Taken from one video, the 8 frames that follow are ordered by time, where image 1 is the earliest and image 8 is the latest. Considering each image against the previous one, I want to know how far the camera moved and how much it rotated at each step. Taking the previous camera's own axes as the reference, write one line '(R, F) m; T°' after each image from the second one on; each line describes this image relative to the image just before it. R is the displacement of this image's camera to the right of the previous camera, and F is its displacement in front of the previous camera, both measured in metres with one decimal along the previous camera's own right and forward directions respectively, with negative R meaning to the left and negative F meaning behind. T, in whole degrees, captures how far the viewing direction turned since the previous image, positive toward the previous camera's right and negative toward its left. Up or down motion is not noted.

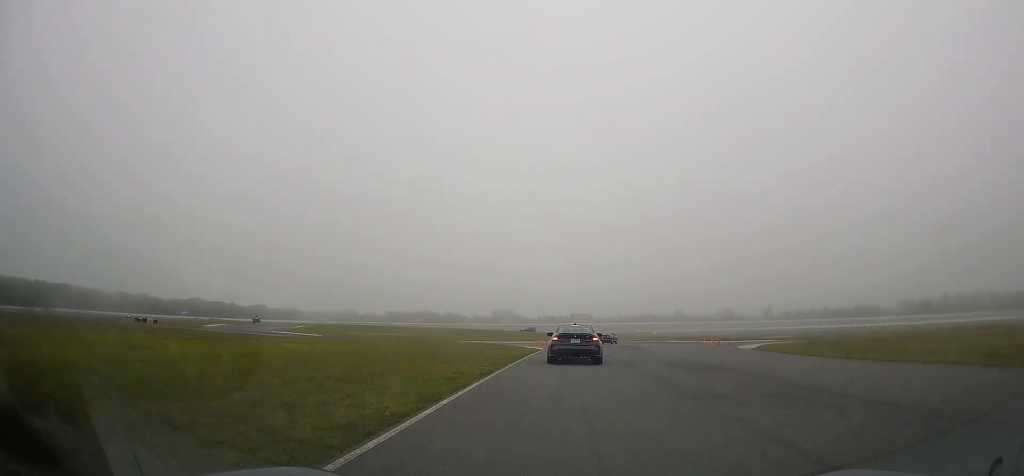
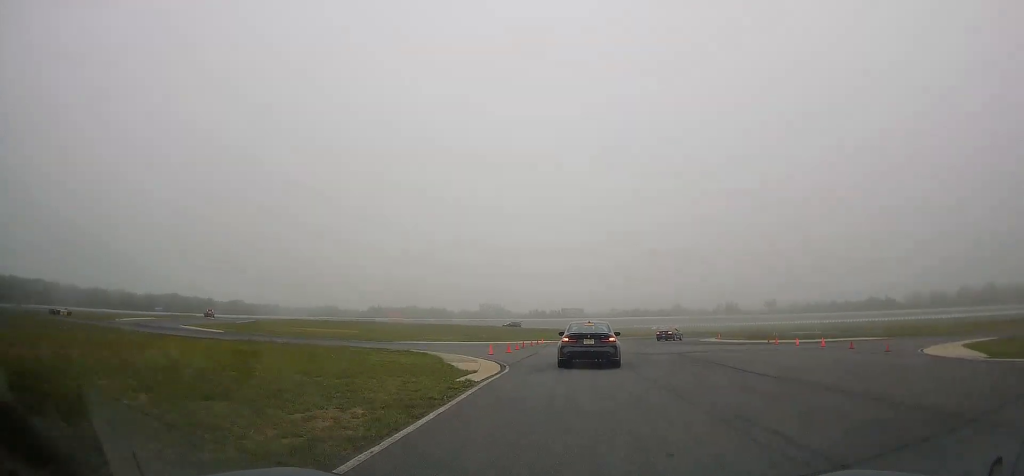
(+0.6, +26.8) m; +2°
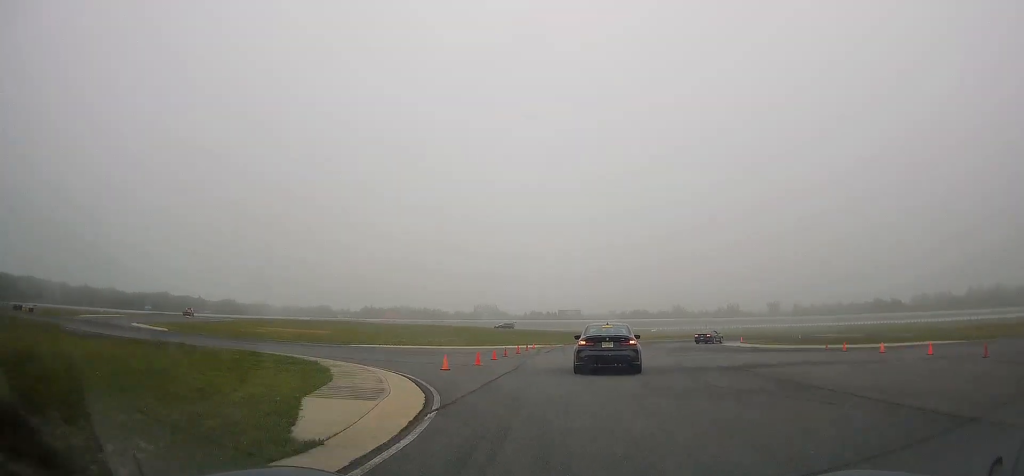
(0.0, +10.7) m; +1°
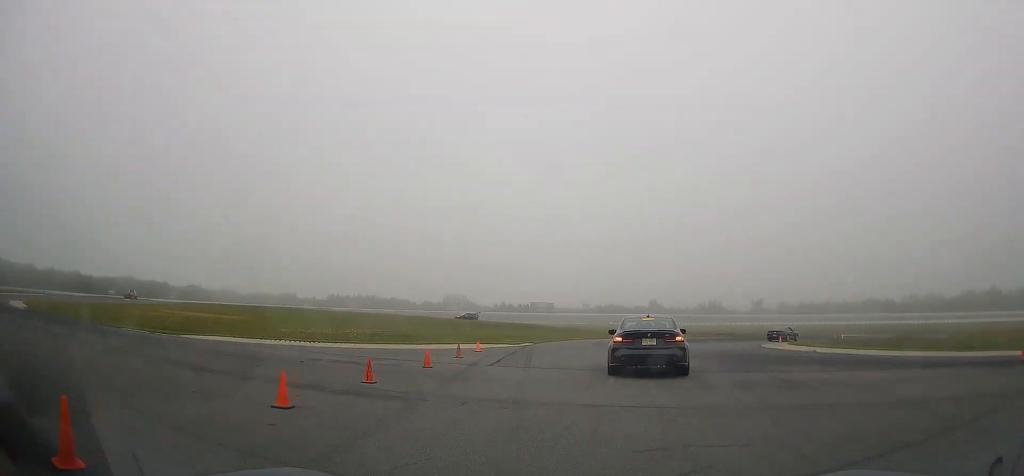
(+0.3, +17.8) m; +4°
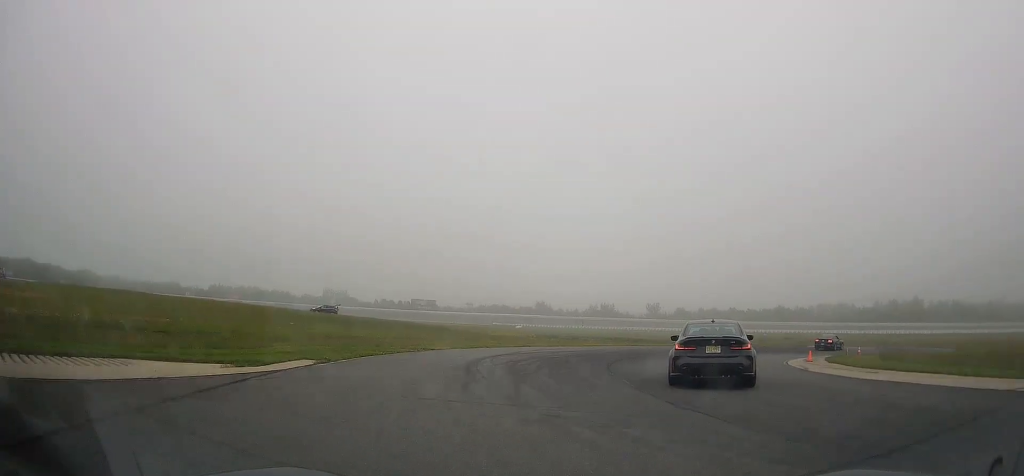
(+1.4, +21.2) m; +13°
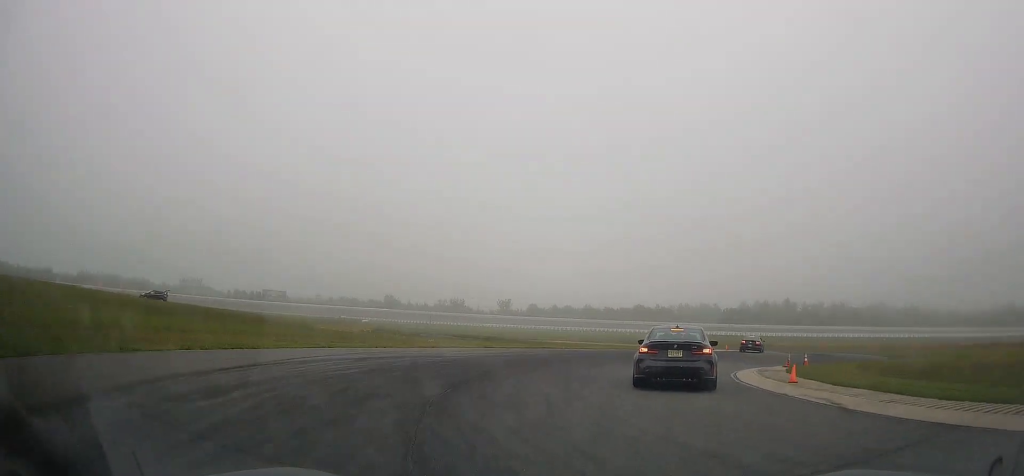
(+0.3, +11.5) m; +12°
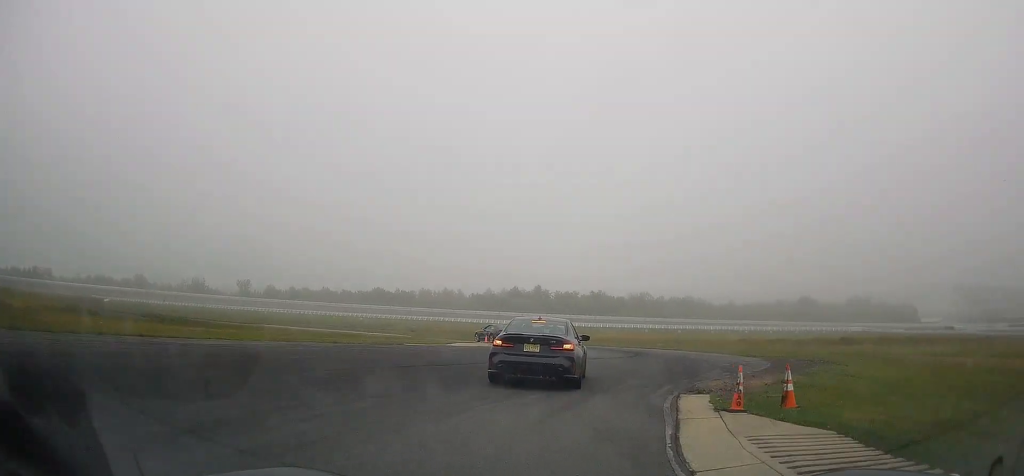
(+4.4, +18.5) m; +19°
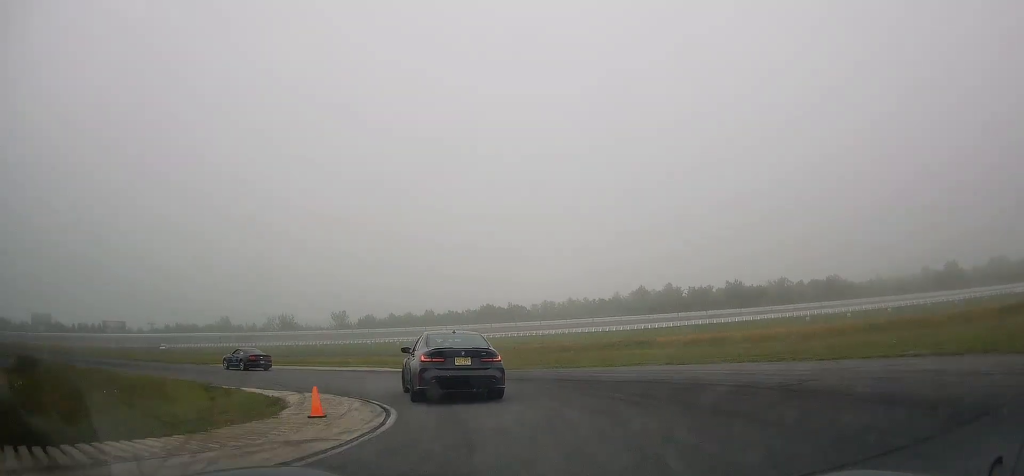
(+0.9, +29.0) m; -16°
